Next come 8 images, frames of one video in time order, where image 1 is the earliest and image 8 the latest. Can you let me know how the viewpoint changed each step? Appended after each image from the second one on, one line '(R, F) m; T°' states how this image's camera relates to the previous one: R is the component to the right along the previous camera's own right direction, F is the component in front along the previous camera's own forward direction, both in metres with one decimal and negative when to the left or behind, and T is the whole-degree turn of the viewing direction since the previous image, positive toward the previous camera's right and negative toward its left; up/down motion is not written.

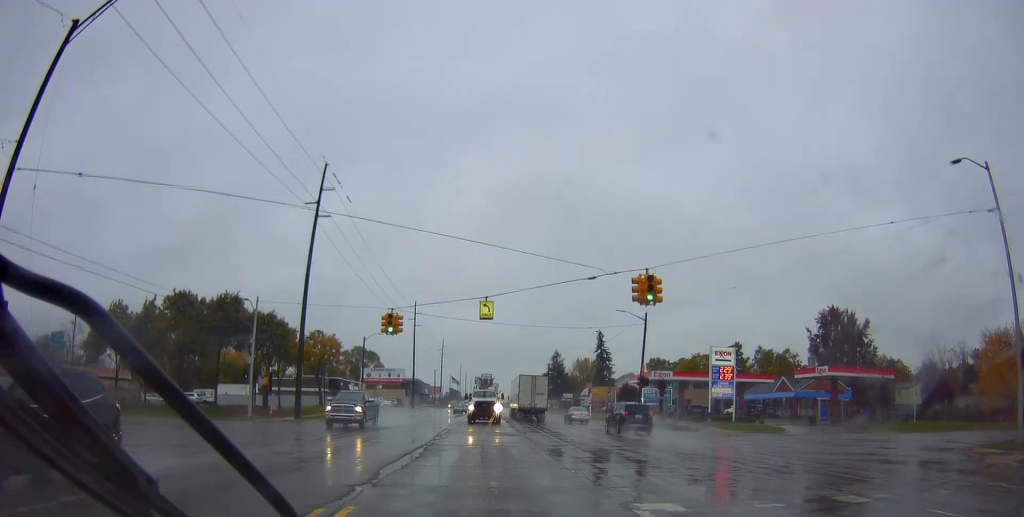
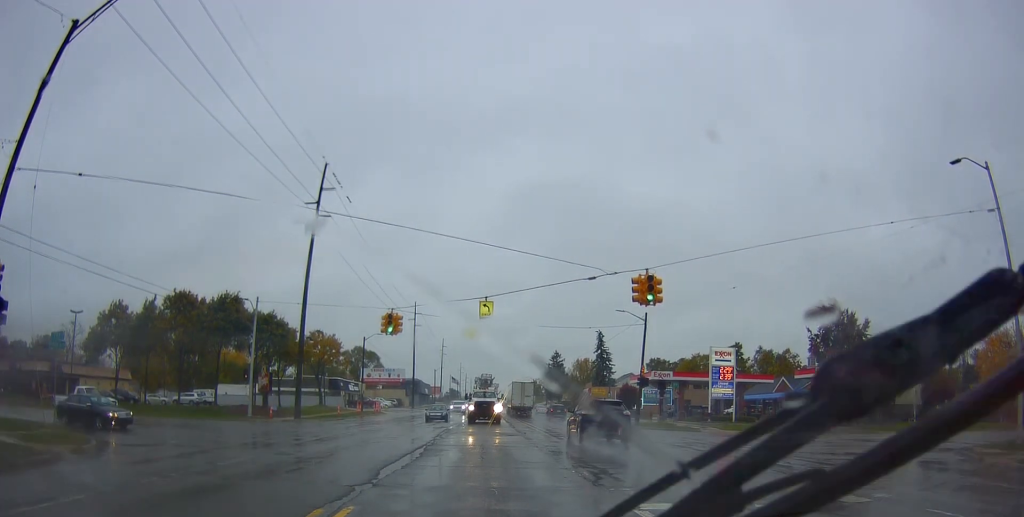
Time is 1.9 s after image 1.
(0.0, 0.0) m; 0°
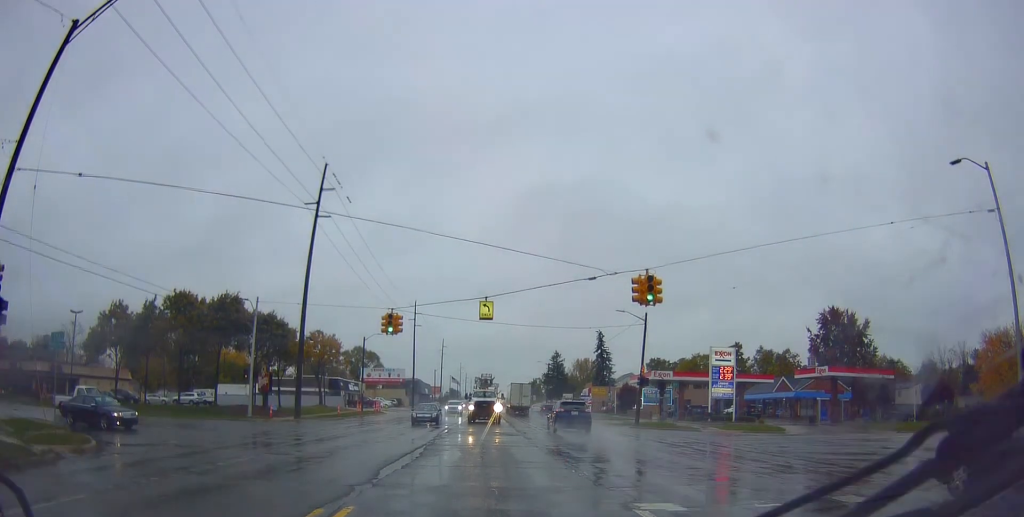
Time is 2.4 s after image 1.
(0.0, 0.0) m; 0°
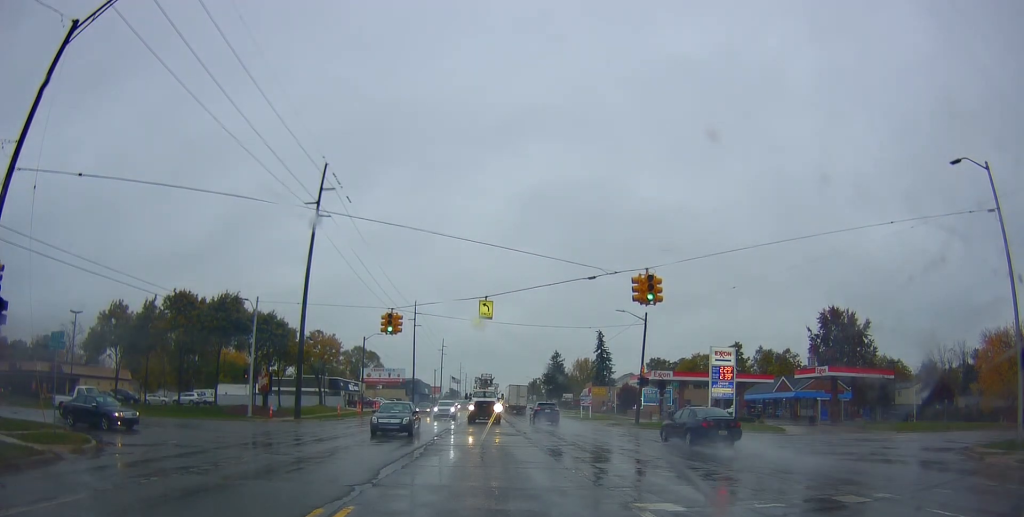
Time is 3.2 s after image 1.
(0.0, 0.0) m; 0°
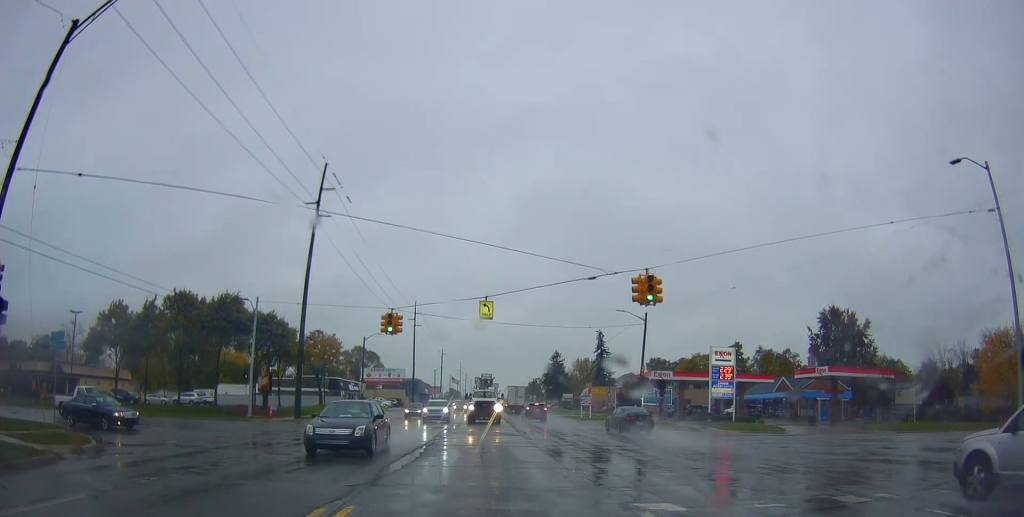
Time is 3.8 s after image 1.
(0.0, 0.0) m; 0°
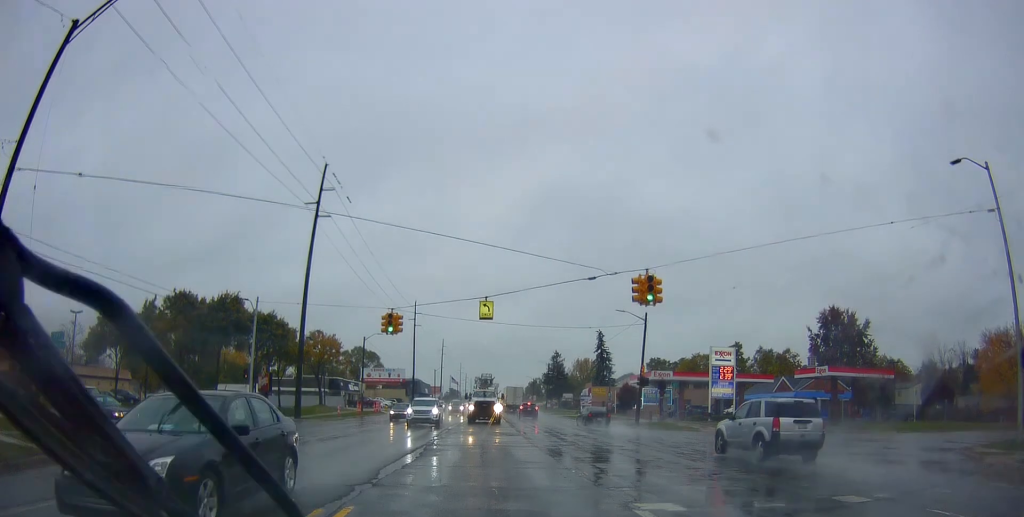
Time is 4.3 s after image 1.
(0.0, 0.0) m; 0°
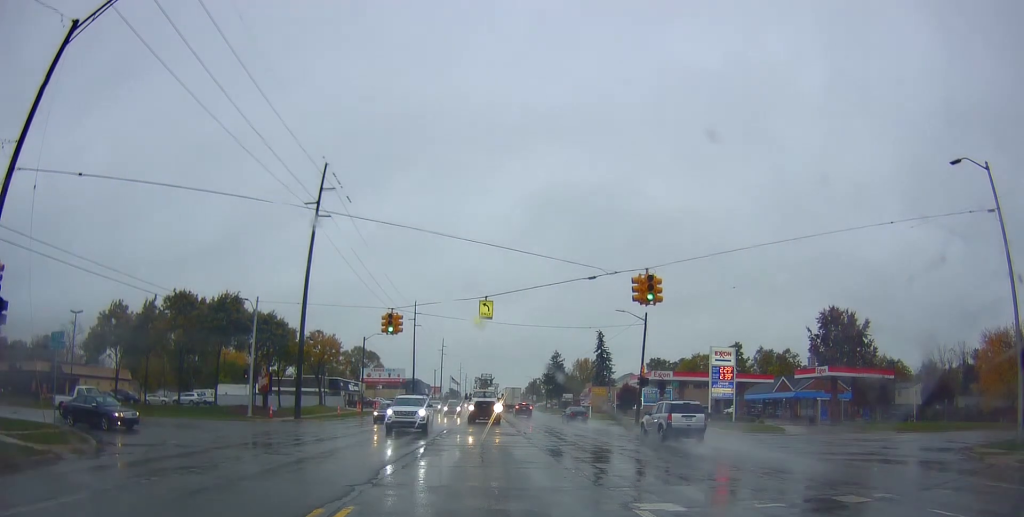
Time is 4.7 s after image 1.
(0.0, 0.0) m; 0°
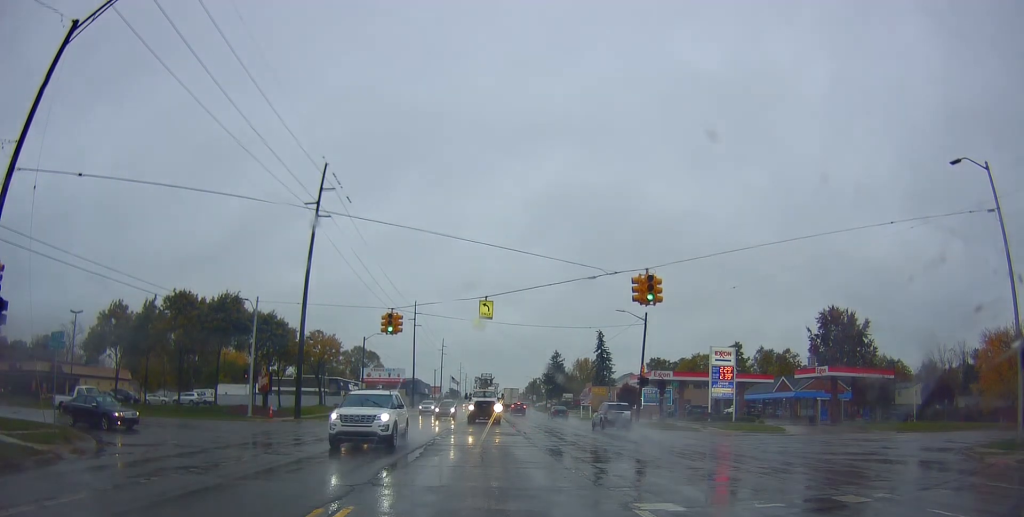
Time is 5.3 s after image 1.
(0.0, 0.0) m; 0°
